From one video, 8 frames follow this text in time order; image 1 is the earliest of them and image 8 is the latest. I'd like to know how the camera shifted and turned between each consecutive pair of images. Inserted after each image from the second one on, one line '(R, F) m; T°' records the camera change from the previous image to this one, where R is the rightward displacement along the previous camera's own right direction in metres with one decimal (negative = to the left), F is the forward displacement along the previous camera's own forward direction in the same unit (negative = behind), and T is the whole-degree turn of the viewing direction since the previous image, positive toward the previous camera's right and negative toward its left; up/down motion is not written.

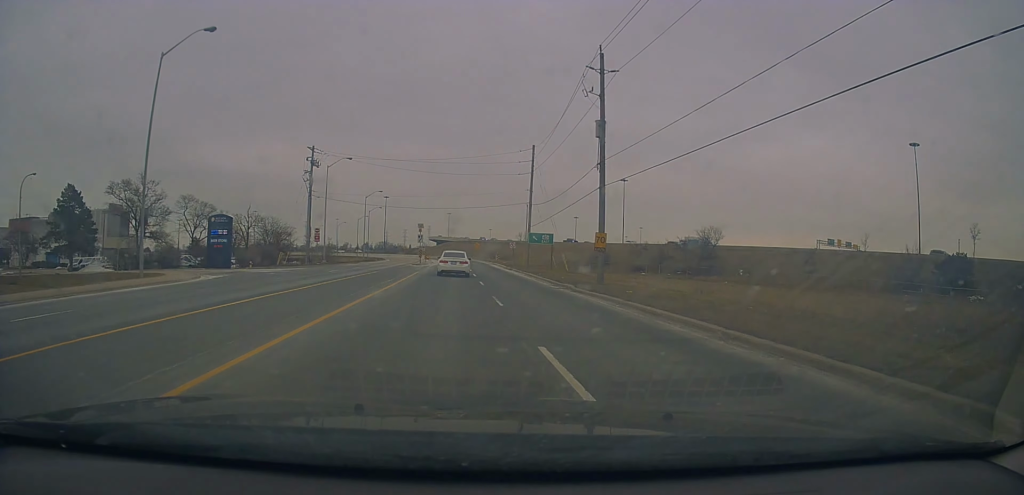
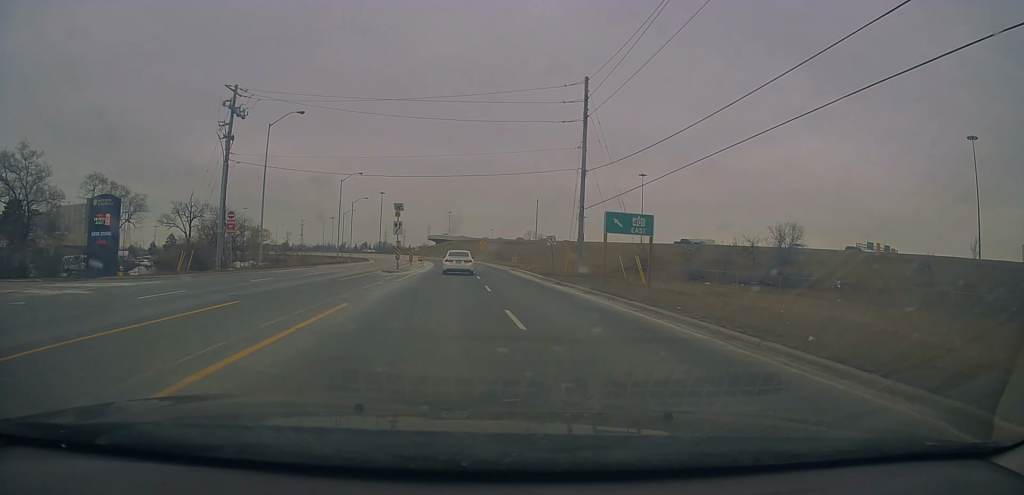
(-0.1, +24.1) m; -1°
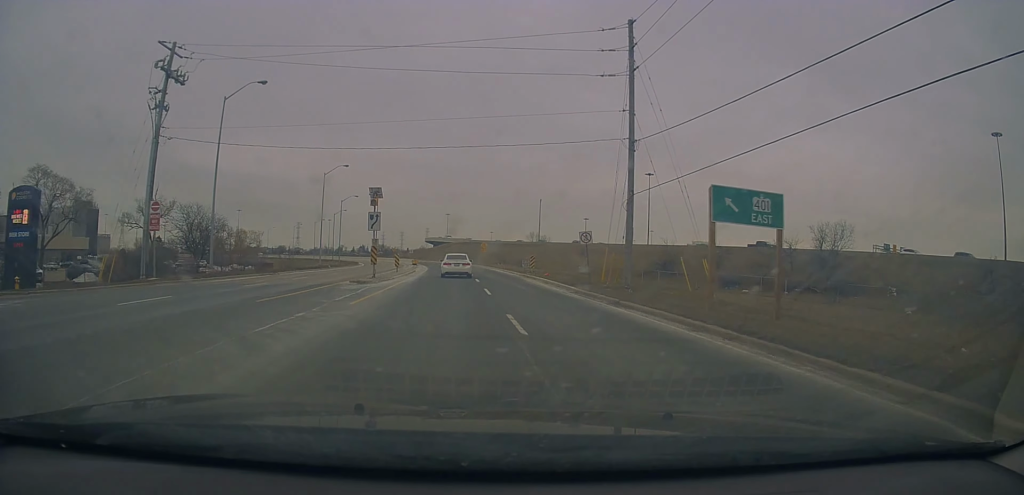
(0.0, +10.3) m; 0°
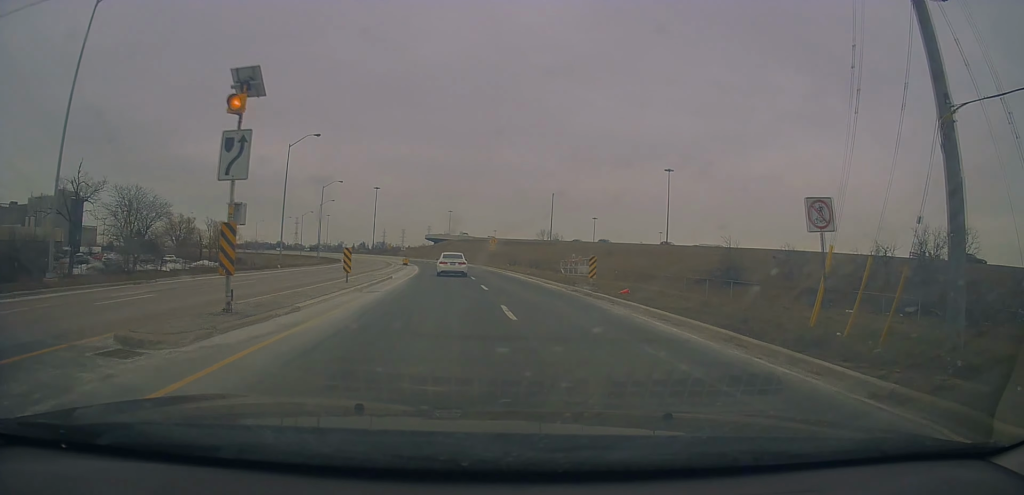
(+0.1, +17.4) m; 0°
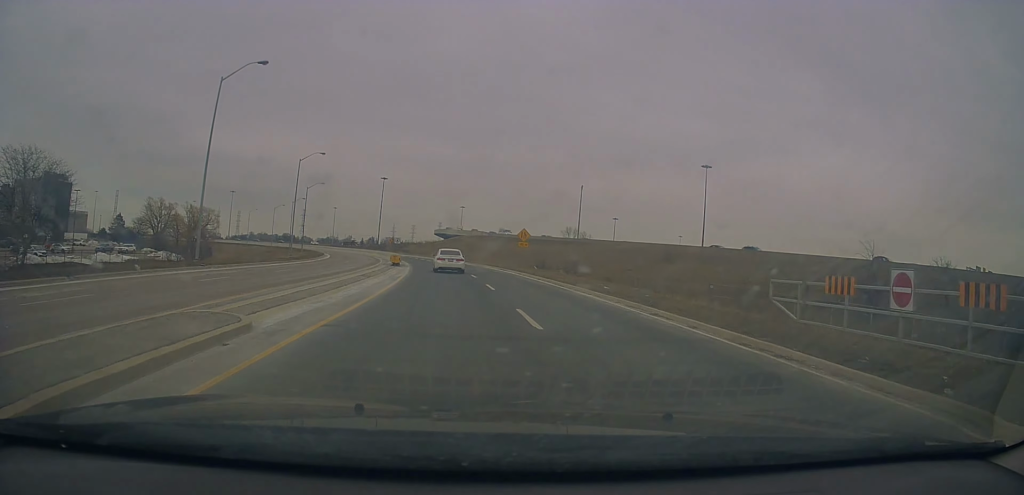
(-0.3, +20.7) m; -1°
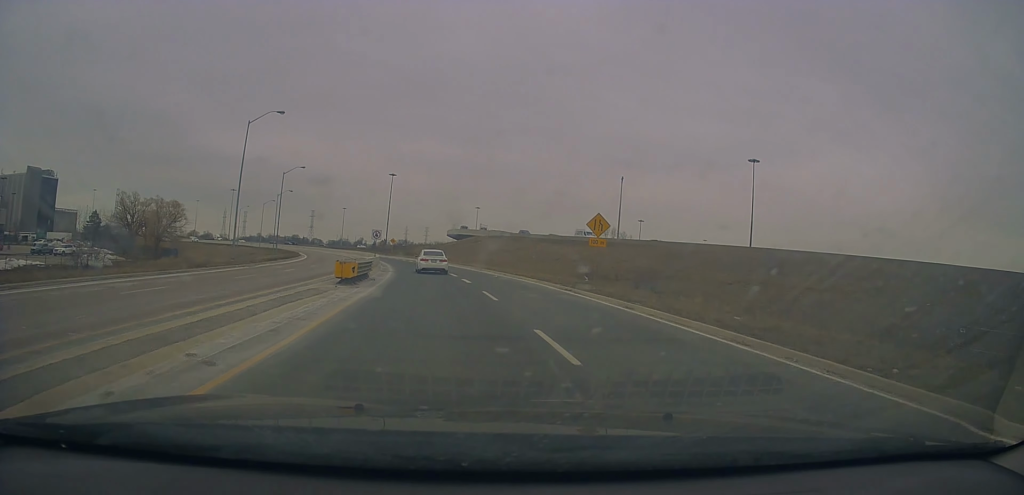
(+0.3, +22.5) m; 0°
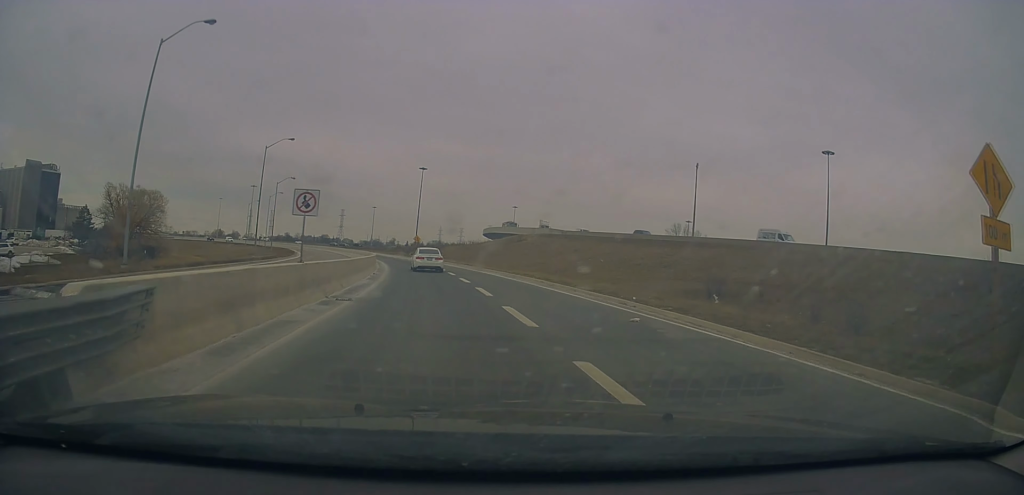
(-0.4, +21.9) m; -3°
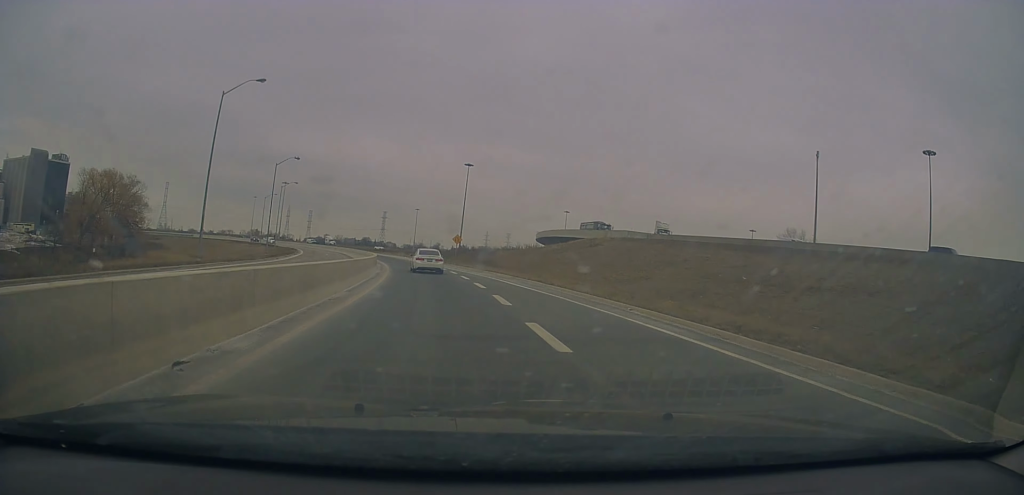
(-0.9, +23.6) m; -4°
